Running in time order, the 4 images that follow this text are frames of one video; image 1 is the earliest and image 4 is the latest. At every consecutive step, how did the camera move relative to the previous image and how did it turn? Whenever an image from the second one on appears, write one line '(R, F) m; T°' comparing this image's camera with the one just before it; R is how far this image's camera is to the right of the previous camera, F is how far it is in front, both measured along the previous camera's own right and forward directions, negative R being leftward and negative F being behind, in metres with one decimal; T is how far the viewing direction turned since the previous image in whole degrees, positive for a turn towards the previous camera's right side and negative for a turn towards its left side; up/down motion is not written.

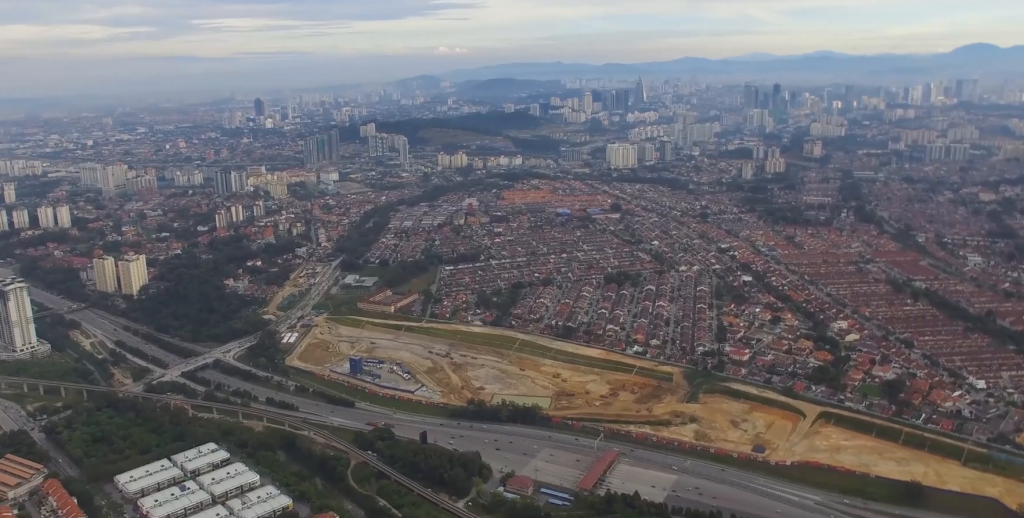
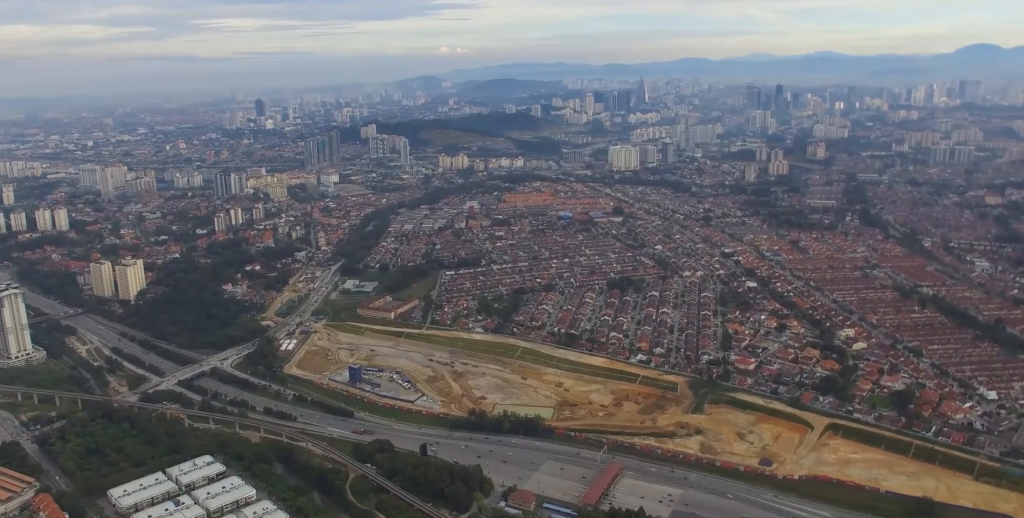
(-0.1, +19.3) m; -1°
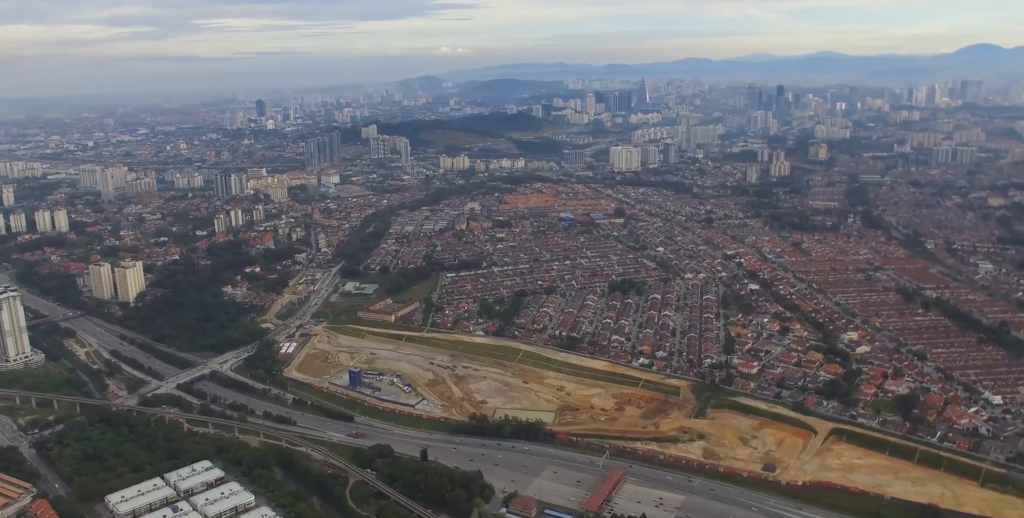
(0.0, +7.8) m; 0°
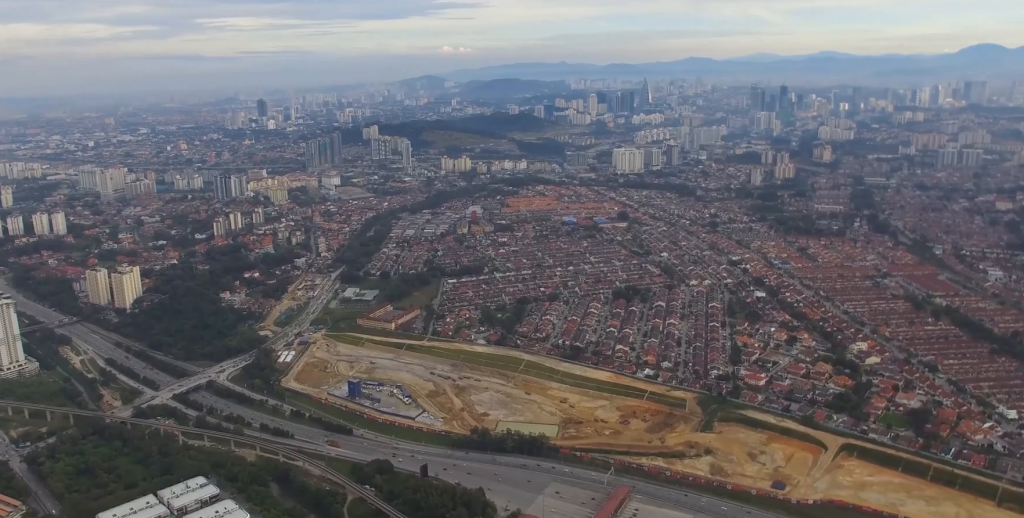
(0.0, +24.0) m; 0°
